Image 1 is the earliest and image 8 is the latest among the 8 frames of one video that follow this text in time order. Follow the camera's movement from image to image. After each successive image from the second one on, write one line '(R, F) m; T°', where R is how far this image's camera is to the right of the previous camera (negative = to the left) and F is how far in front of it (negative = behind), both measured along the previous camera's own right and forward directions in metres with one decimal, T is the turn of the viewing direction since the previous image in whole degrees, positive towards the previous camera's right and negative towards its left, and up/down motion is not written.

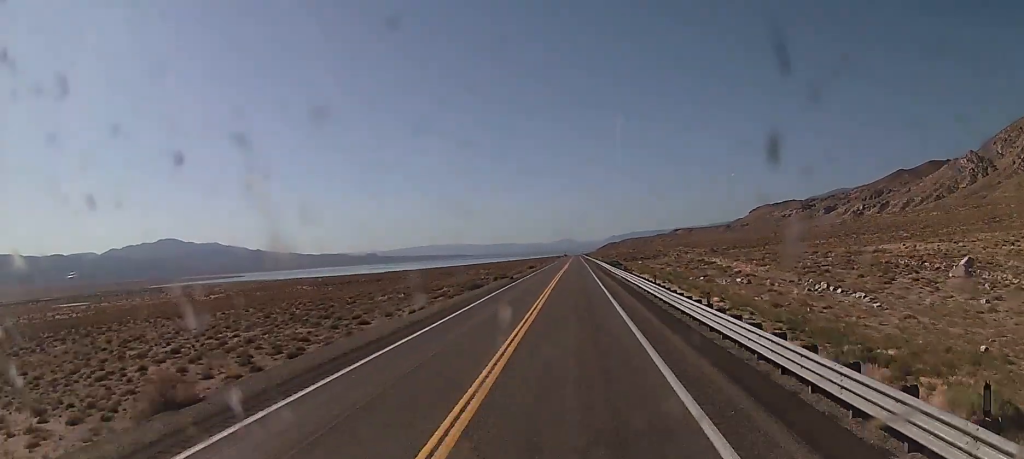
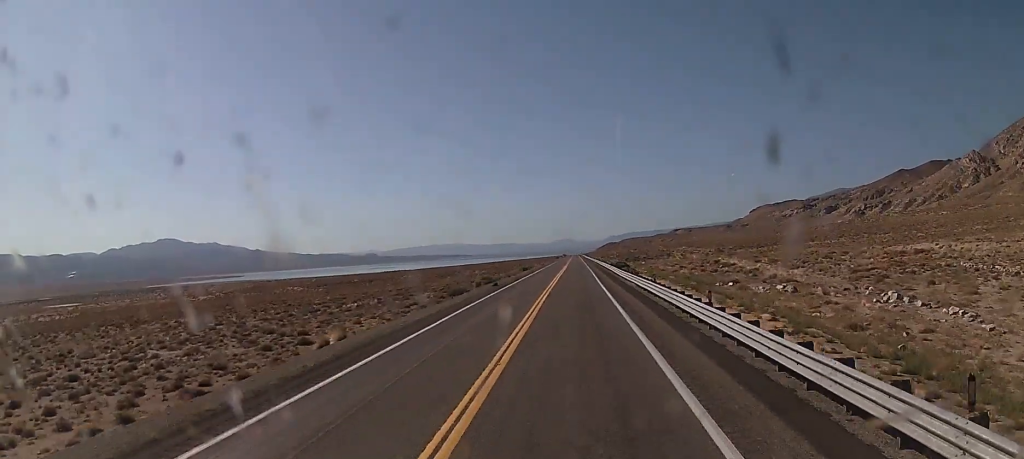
(+0.1, +15.0) m; 0°
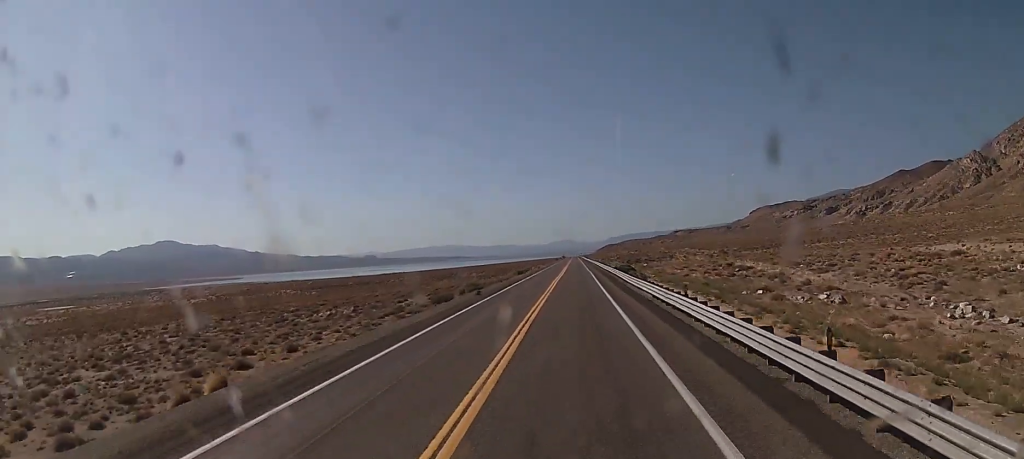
(0.0, +10.6) m; 0°
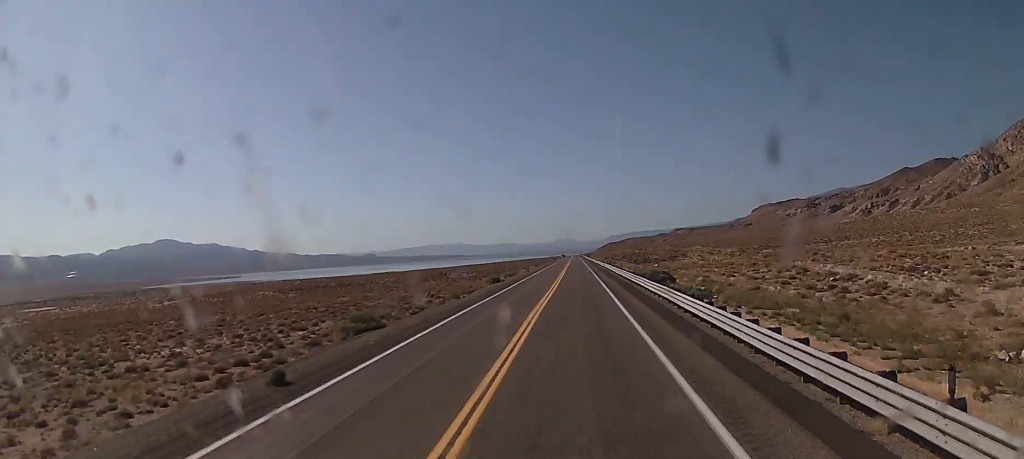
(+0.2, +34.4) m; 0°
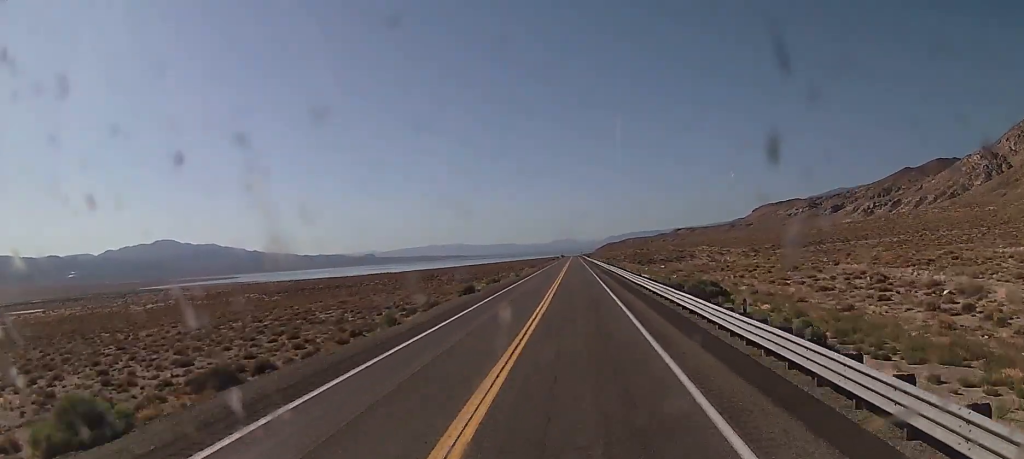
(-0.2, +19.4) m; -1°
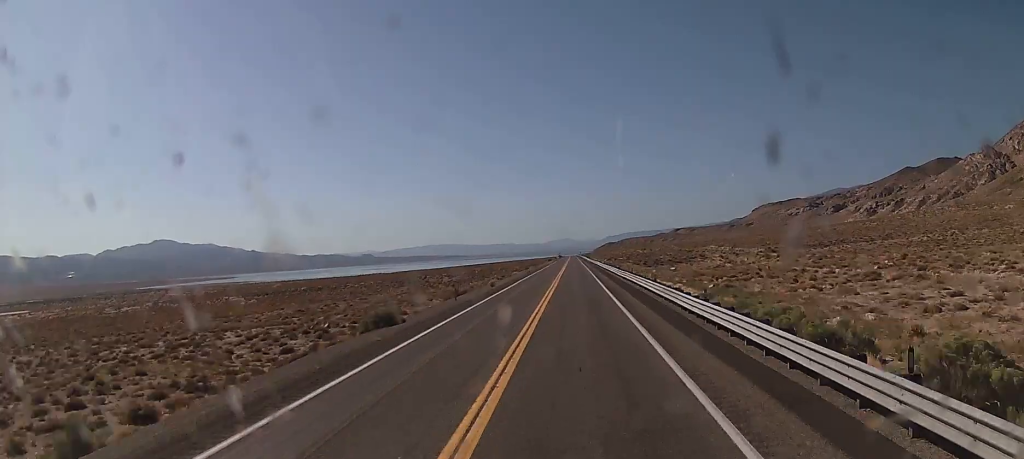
(0.0, +24.7) m; 0°
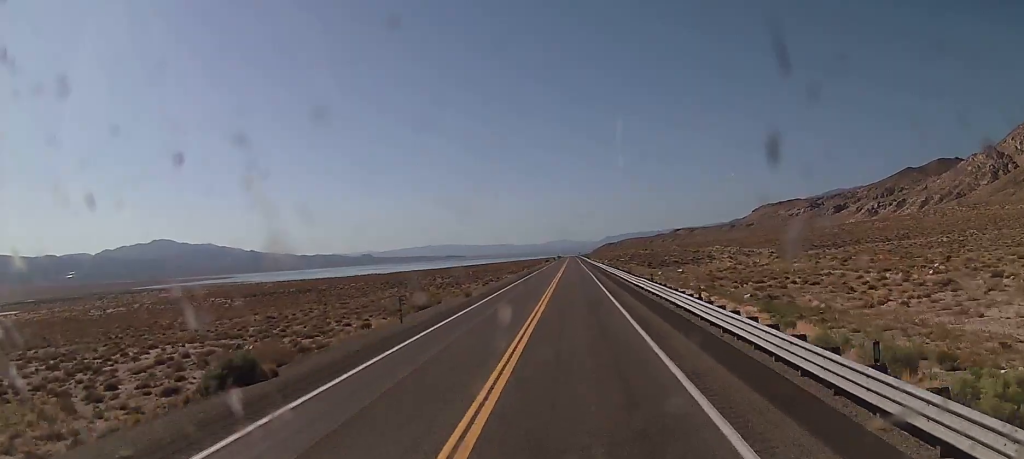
(+0.1, +14.1) m; 0°
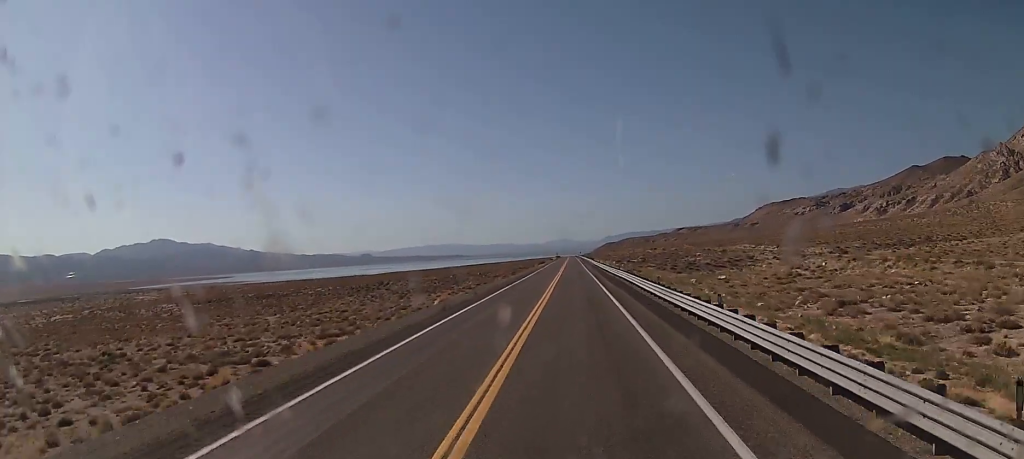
(+0.4, +49.5) m; 0°
